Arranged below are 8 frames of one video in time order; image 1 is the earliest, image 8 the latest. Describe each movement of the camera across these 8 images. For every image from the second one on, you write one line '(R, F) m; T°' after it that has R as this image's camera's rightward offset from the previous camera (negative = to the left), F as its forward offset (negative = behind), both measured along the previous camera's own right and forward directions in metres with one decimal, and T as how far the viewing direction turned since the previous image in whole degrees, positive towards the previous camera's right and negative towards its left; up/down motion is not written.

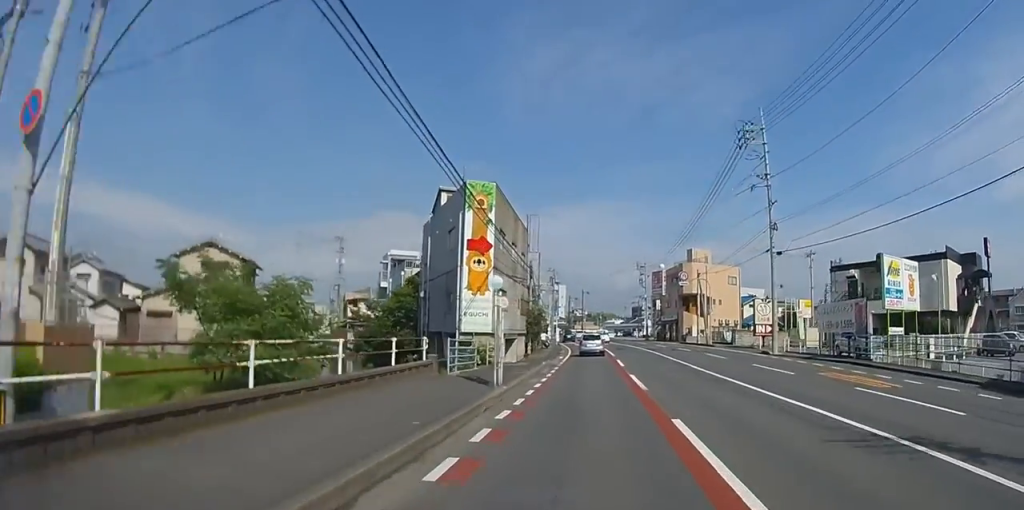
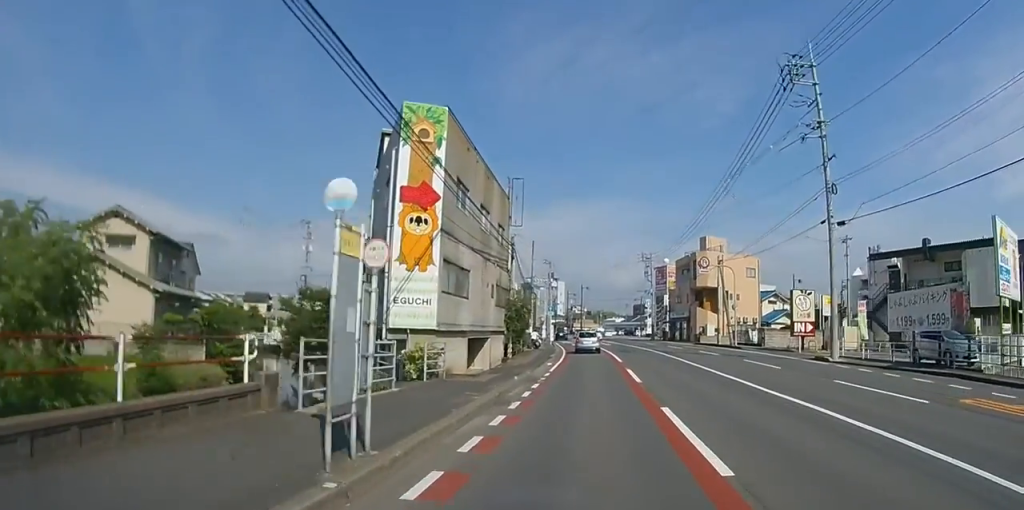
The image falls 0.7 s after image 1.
(0.0, +8.7) m; 0°
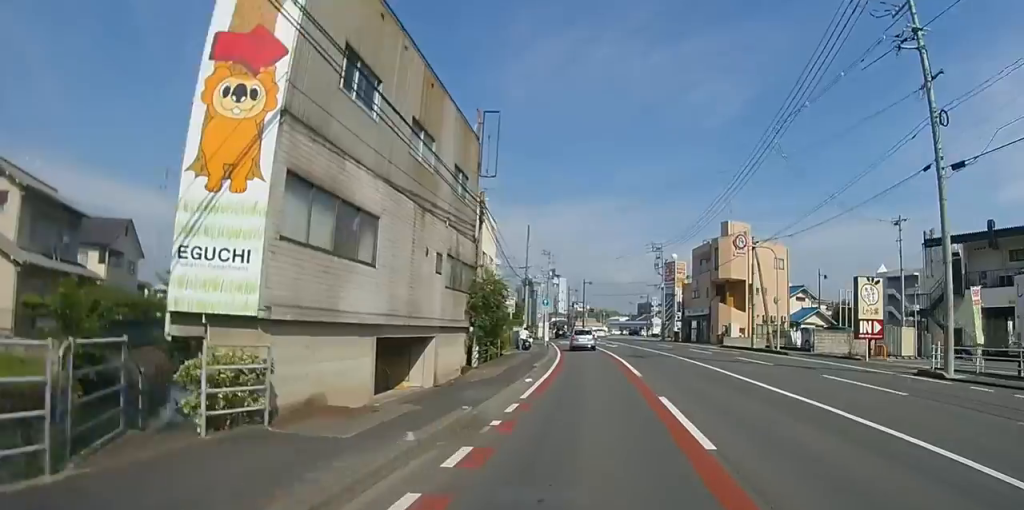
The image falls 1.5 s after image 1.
(0.0, +9.0) m; 0°
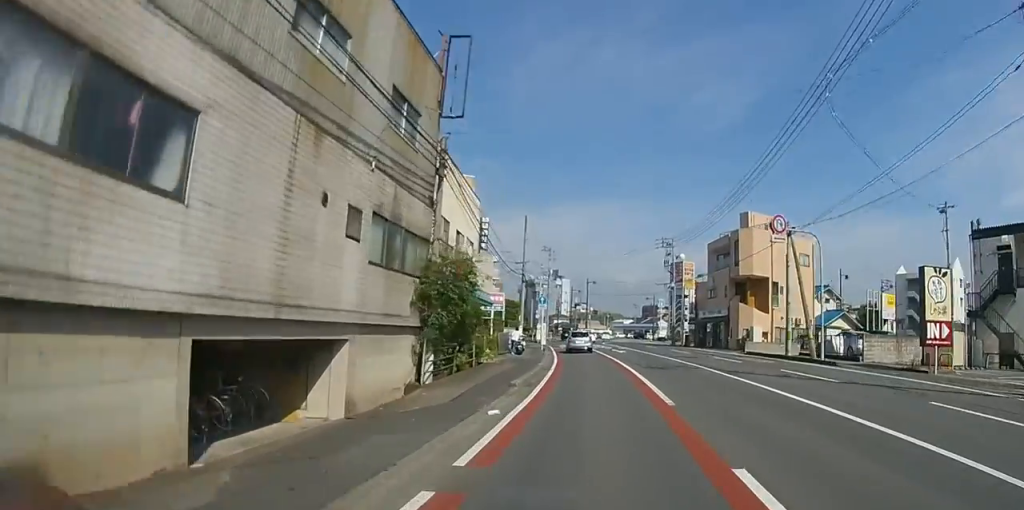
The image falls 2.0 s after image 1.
(0.0, +6.2) m; 0°
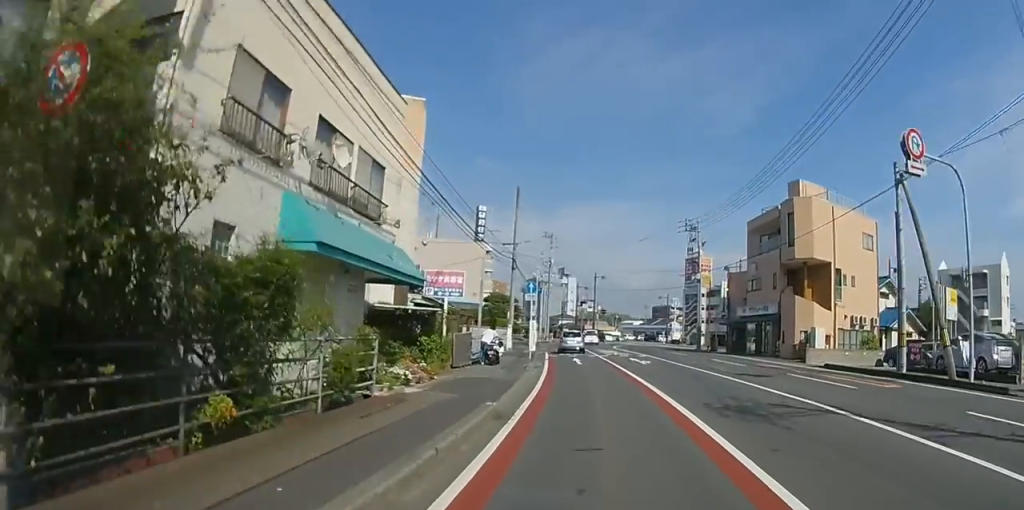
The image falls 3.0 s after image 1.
(-0.1, +11.3) m; -1°
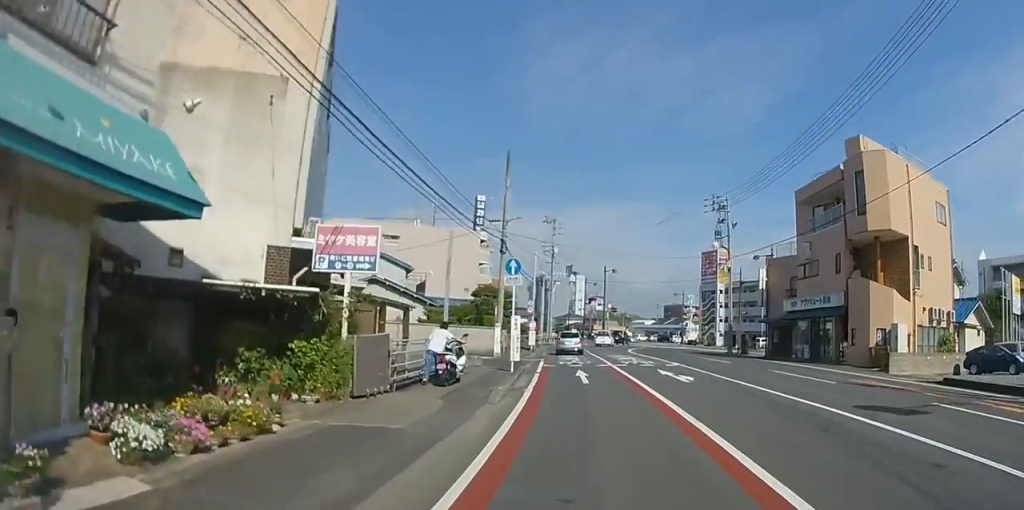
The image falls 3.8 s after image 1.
(0.0, +8.8) m; -1°
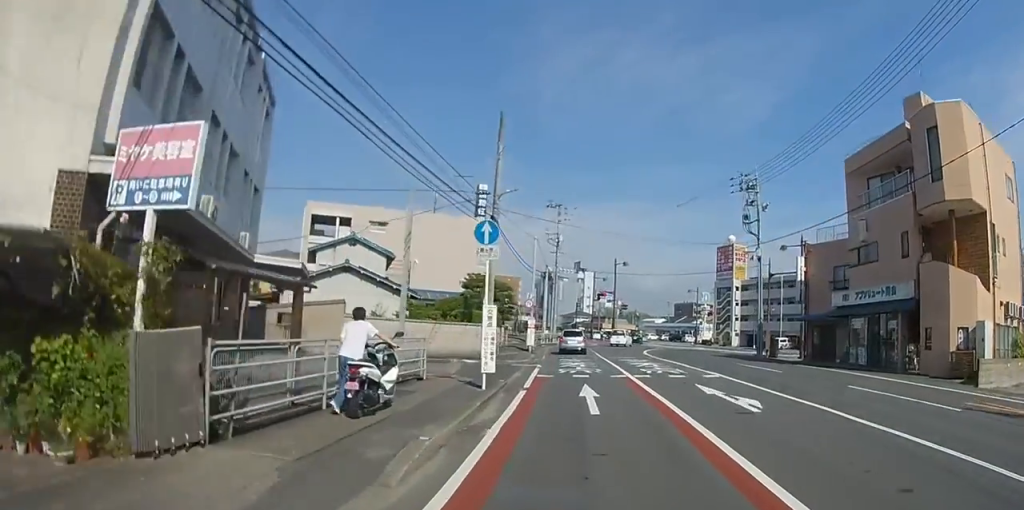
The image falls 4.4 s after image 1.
(-0.1, +6.3) m; -1°
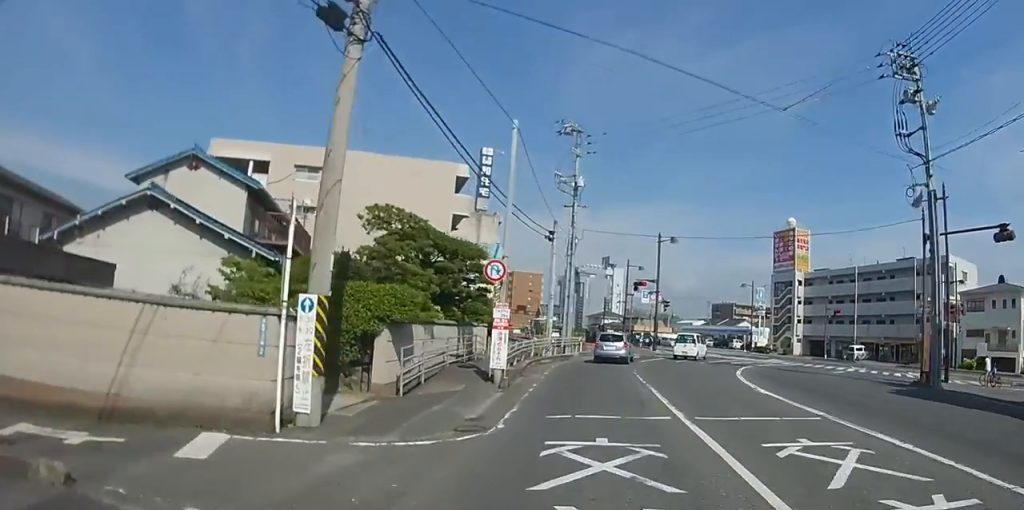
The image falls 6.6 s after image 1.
(-0.5, +20.5) m; -3°
